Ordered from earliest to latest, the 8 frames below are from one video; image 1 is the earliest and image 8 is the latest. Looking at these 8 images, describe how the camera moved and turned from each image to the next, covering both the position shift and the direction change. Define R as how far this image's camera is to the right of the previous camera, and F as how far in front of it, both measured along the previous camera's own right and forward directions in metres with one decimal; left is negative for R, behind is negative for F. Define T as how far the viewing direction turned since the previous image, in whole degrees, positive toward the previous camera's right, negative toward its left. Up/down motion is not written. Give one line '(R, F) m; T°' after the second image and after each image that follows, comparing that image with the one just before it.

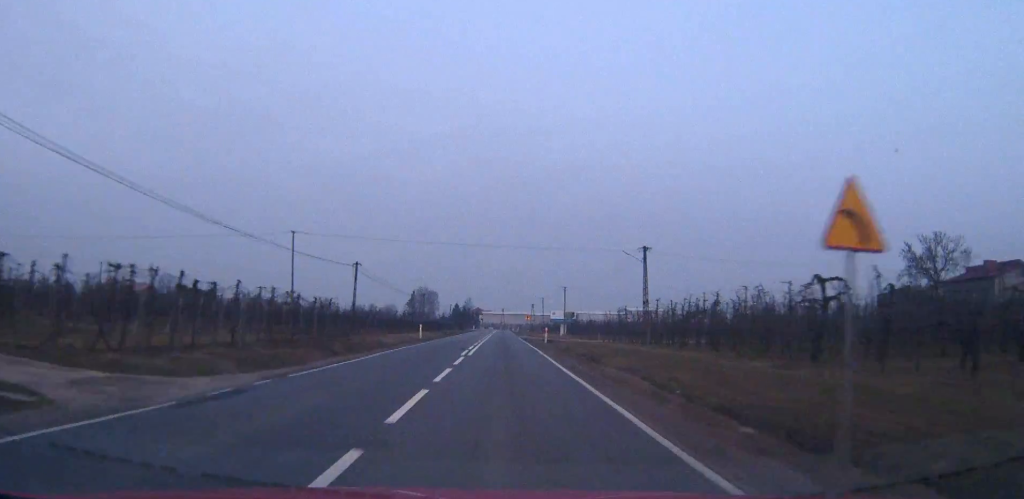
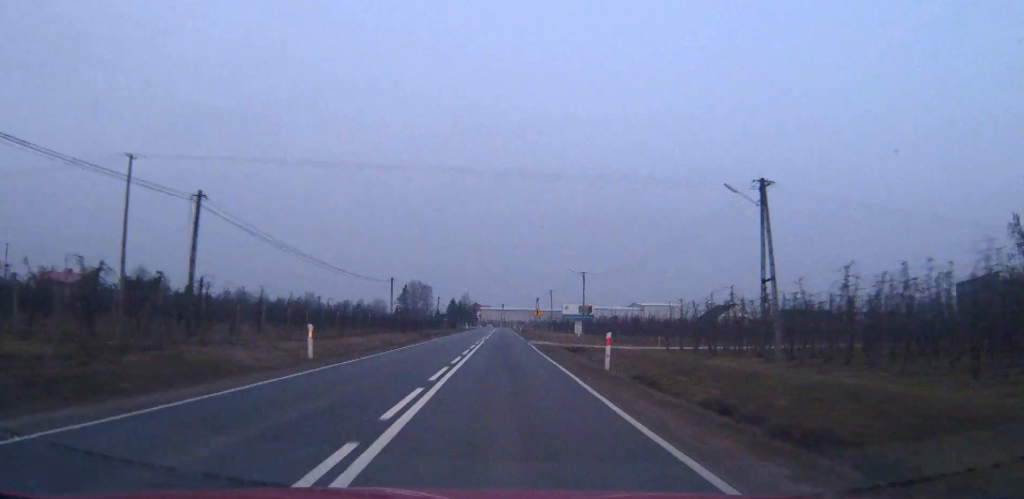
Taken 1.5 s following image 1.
(+0.1, +28.8) m; 0°
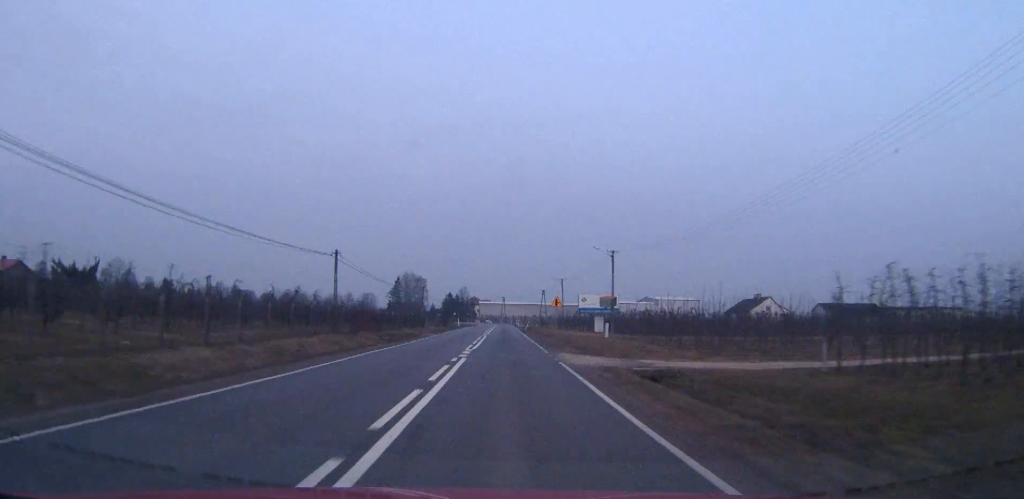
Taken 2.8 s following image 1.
(0.0, +24.6) m; 0°
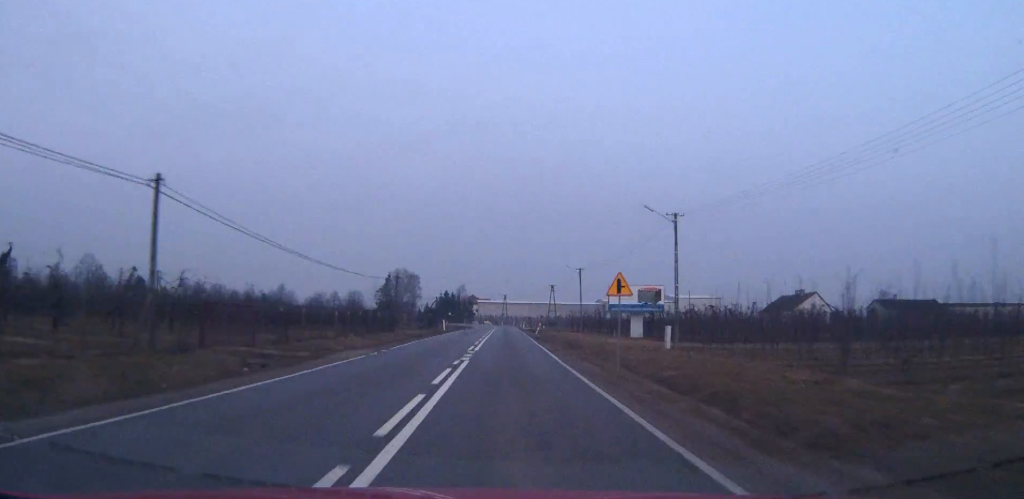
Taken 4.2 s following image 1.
(0.0, +26.0) m; 0°
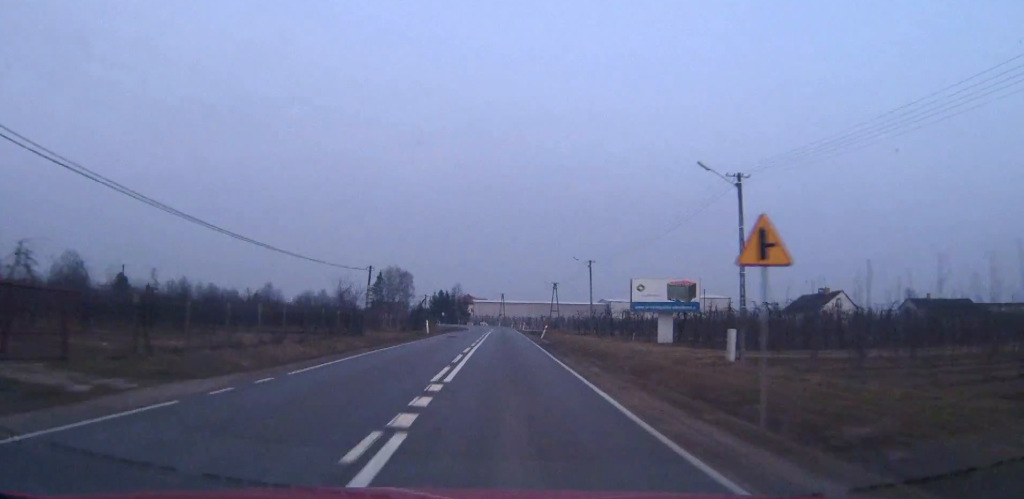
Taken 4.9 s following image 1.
(0.0, +13.3) m; 0°
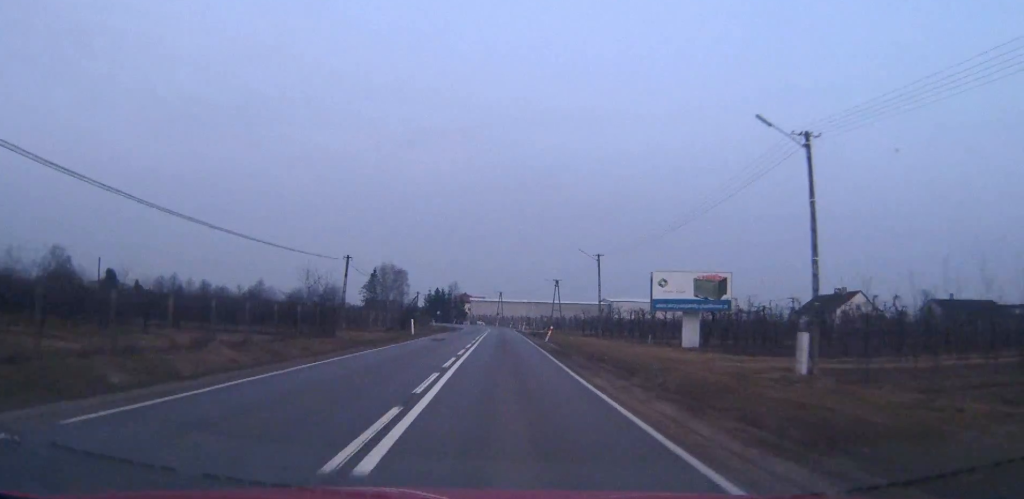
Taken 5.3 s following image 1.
(0.0, +8.2) m; 0°
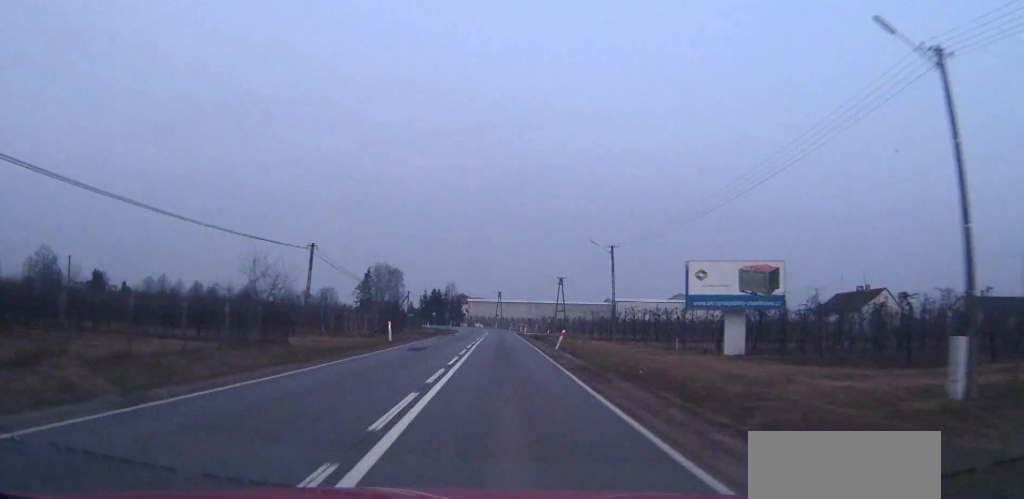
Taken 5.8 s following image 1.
(0.0, +9.5) m; 0°
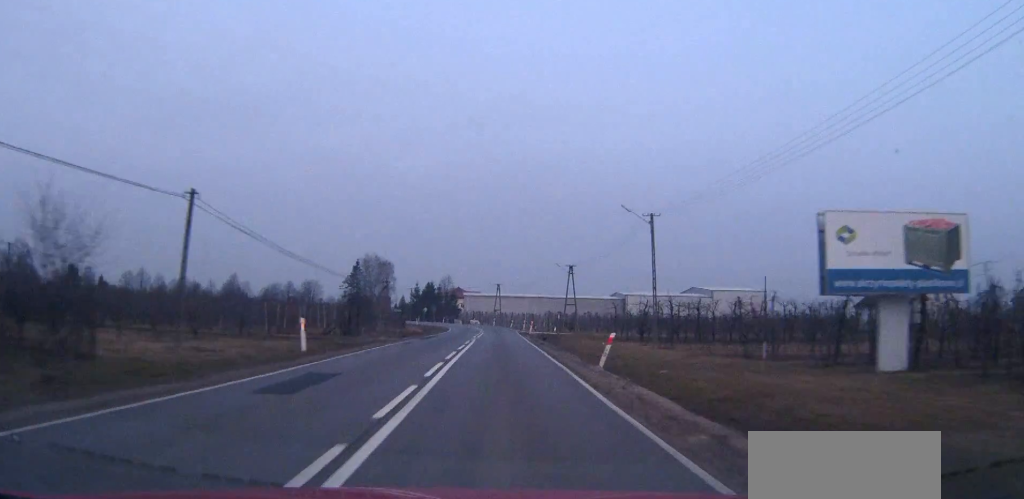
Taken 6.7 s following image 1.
(0.0, +17.1) m; 0°
